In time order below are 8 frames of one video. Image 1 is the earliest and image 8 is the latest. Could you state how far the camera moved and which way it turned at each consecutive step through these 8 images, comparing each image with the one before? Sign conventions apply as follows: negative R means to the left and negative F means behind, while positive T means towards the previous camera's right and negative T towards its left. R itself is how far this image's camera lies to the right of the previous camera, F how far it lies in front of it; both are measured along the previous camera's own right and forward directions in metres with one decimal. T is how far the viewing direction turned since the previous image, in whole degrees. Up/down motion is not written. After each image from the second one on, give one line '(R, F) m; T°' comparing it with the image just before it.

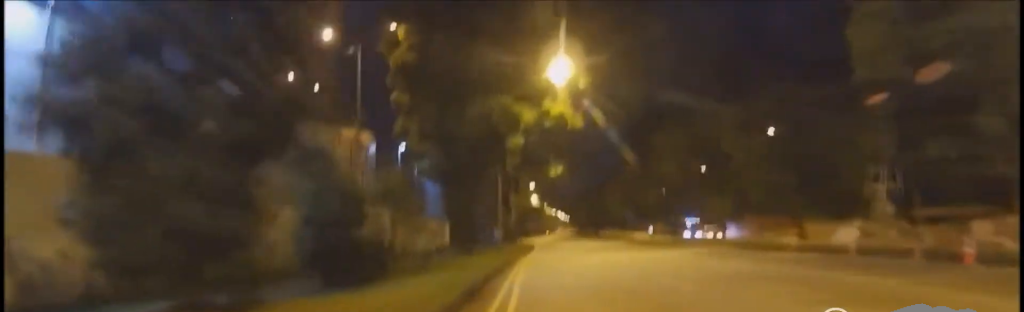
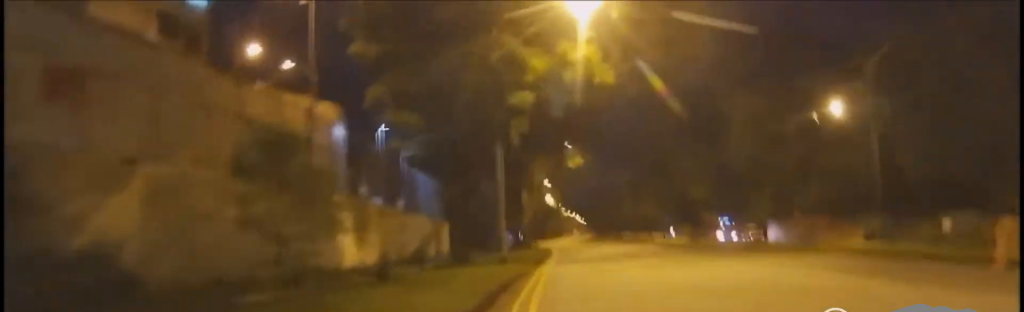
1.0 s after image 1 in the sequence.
(0.0, +9.7) m; 0°
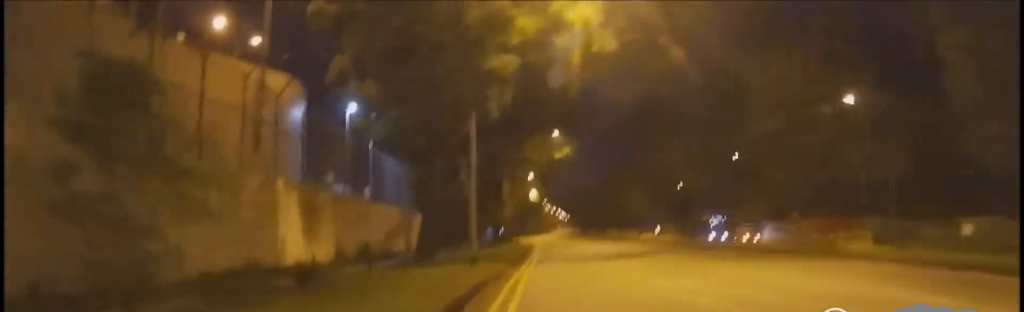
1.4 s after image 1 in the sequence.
(0.0, +3.9) m; 0°
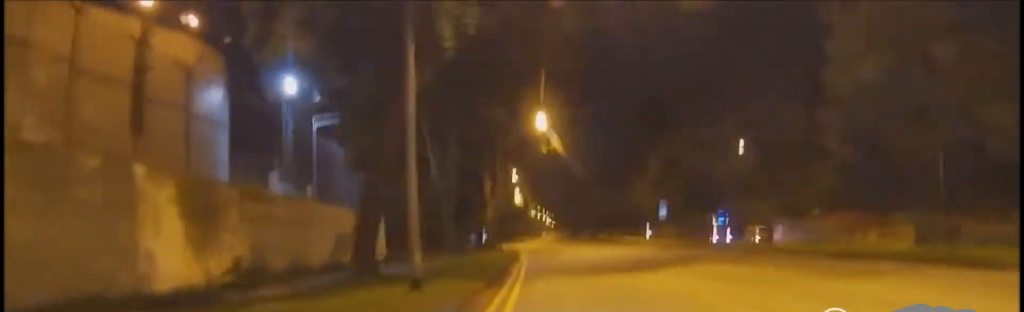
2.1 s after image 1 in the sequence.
(0.0, +7.1) m; 0°
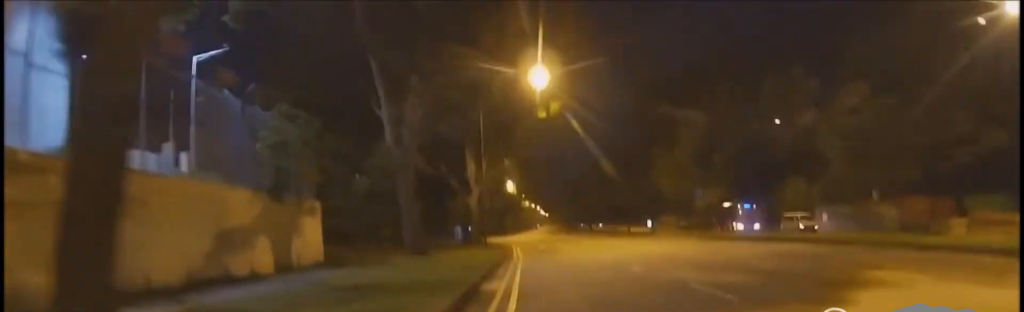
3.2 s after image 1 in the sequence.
(+0.1, +10.7) m; +4°
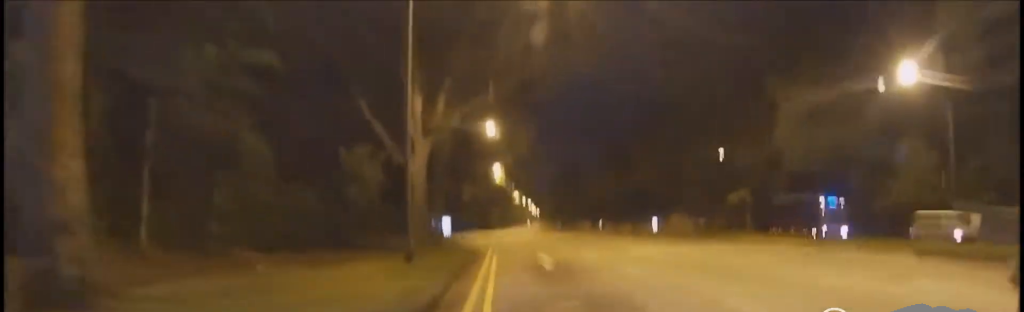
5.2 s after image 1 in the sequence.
(+1.1, +20.1) m; -1°
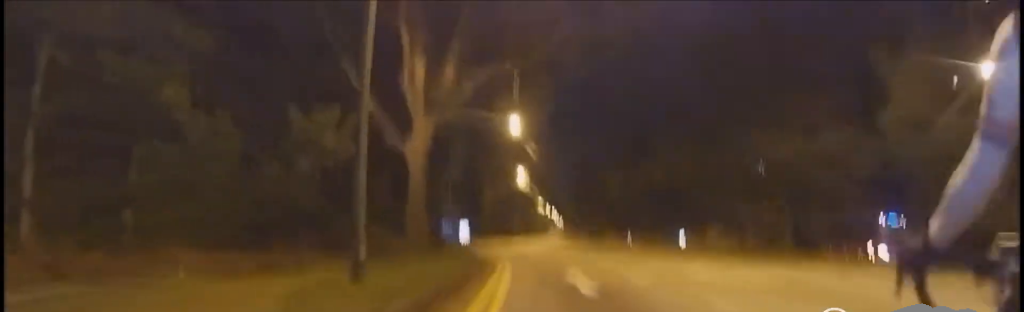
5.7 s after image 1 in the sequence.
(-0.2, +5.1) m; -3°
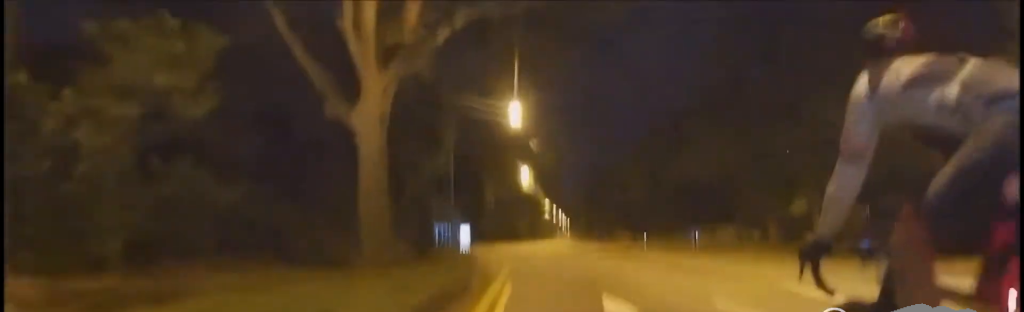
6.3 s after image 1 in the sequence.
(-0.1, +5.9) m; -1°
